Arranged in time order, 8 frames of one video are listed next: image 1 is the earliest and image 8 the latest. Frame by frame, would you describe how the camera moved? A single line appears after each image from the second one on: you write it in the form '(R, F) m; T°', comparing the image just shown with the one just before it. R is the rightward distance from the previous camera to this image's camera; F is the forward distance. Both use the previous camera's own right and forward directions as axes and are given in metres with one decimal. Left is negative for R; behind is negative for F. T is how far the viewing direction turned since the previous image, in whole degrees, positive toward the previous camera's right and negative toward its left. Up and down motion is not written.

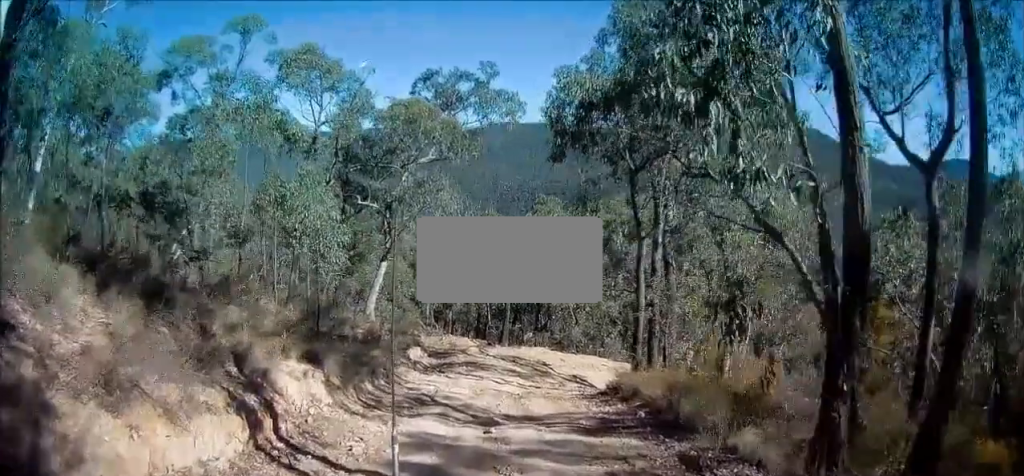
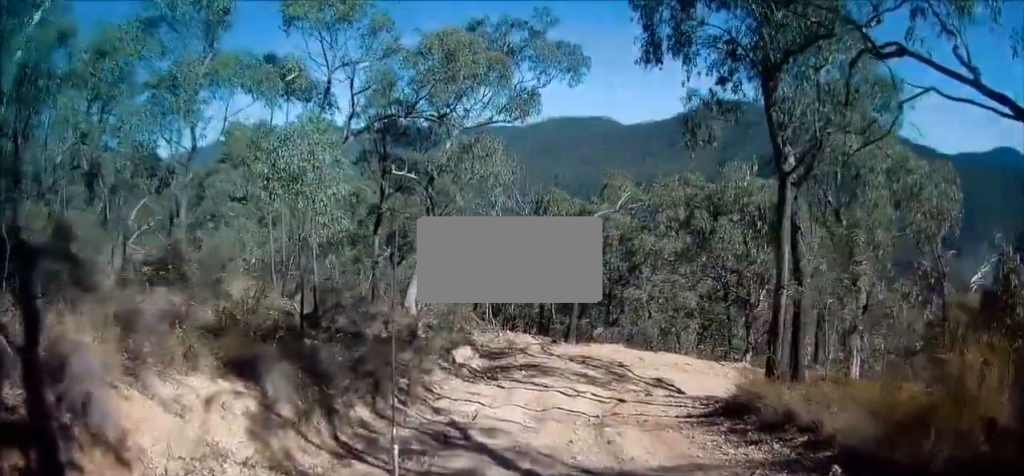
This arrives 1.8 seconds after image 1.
(-0.2, +3.8) m; +1°
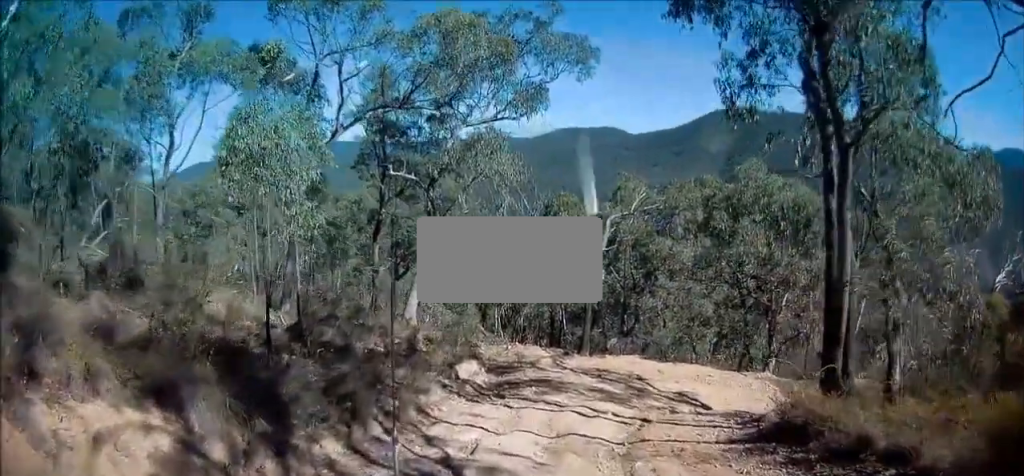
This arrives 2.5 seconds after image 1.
(+0.2, +1.4) m; -2°
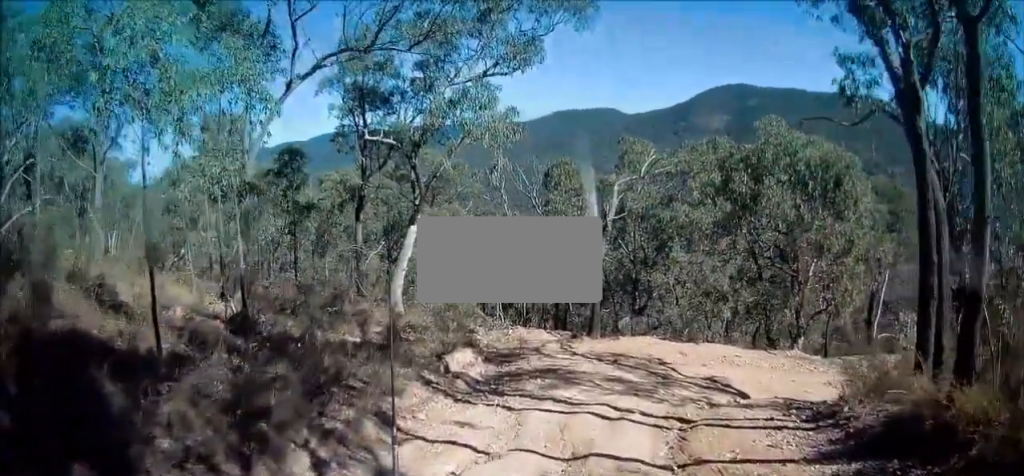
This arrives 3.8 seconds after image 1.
(-0.4, +2.4) m; -17°
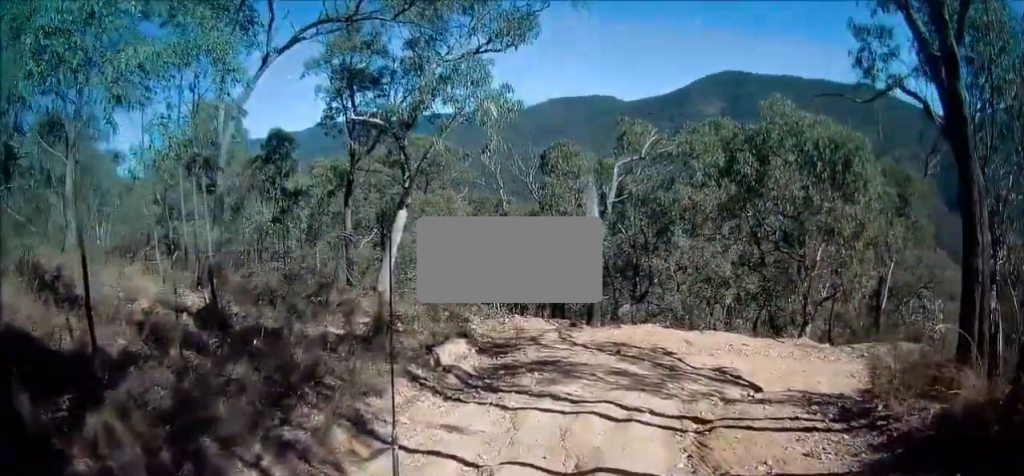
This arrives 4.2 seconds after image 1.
(-0.1, +0.8) m; +3°
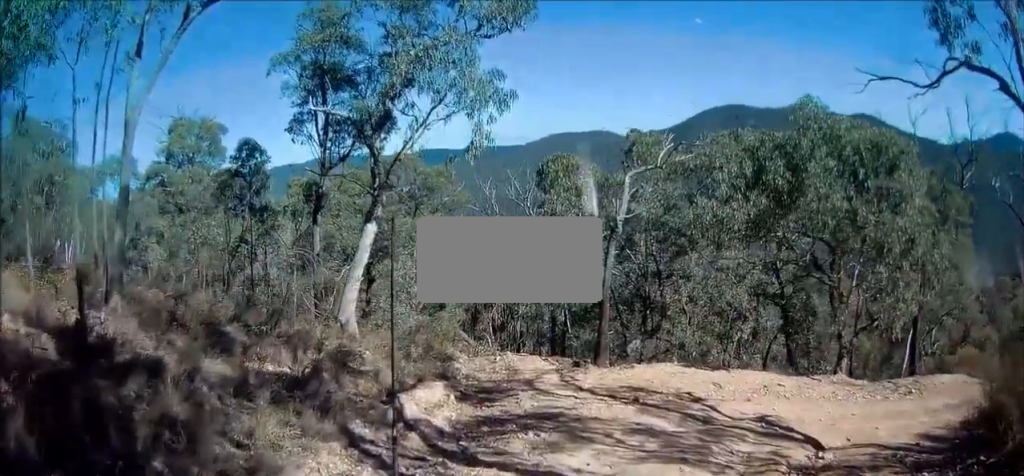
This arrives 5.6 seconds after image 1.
(+0.4, +2.7) m; +17°
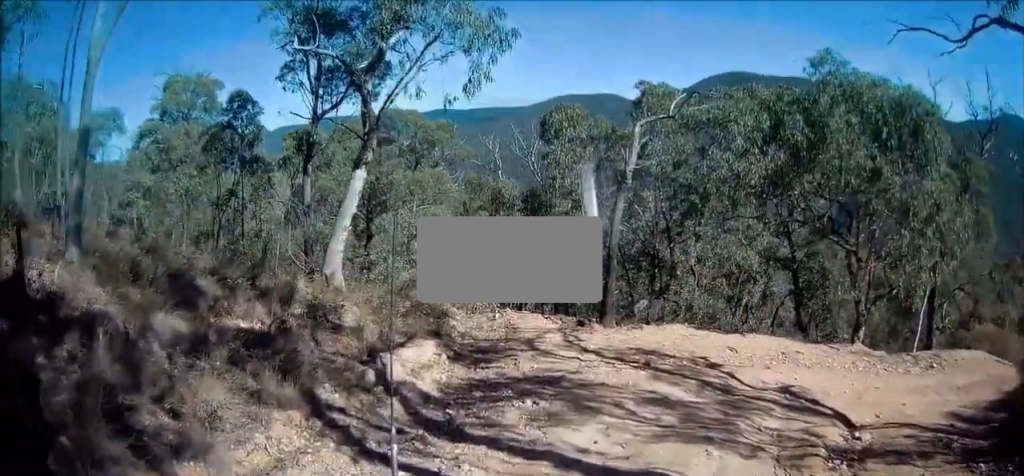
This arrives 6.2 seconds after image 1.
(0.0, +1.0) m; +2°
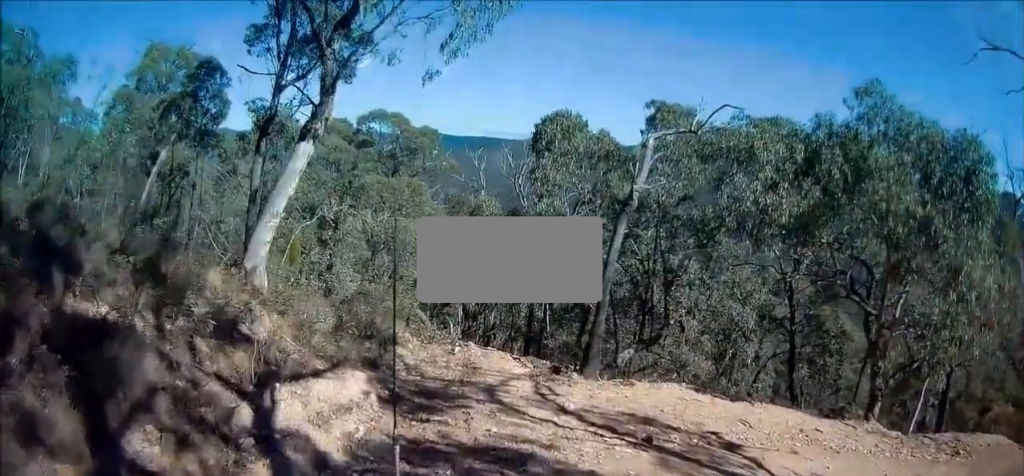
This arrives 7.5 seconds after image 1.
(+0.1, +2.7) m; +5°
